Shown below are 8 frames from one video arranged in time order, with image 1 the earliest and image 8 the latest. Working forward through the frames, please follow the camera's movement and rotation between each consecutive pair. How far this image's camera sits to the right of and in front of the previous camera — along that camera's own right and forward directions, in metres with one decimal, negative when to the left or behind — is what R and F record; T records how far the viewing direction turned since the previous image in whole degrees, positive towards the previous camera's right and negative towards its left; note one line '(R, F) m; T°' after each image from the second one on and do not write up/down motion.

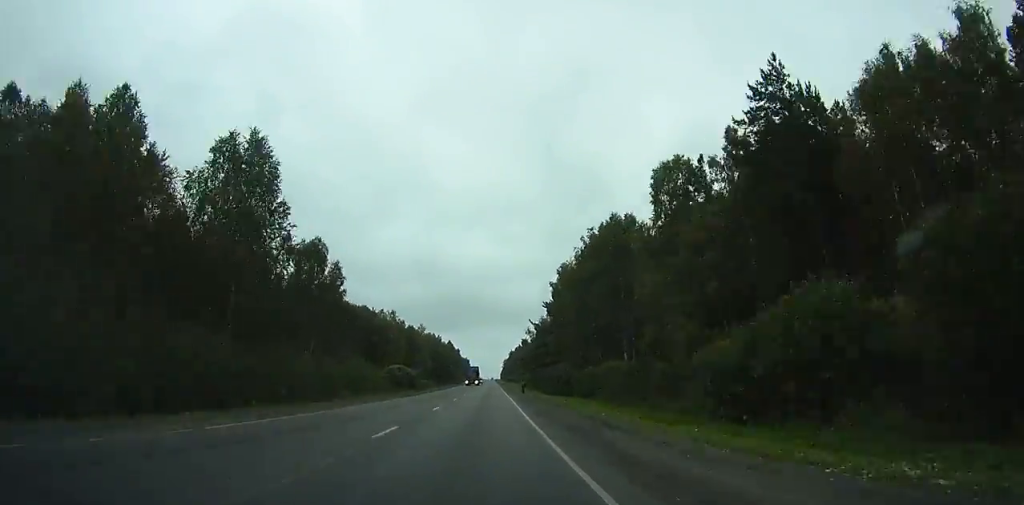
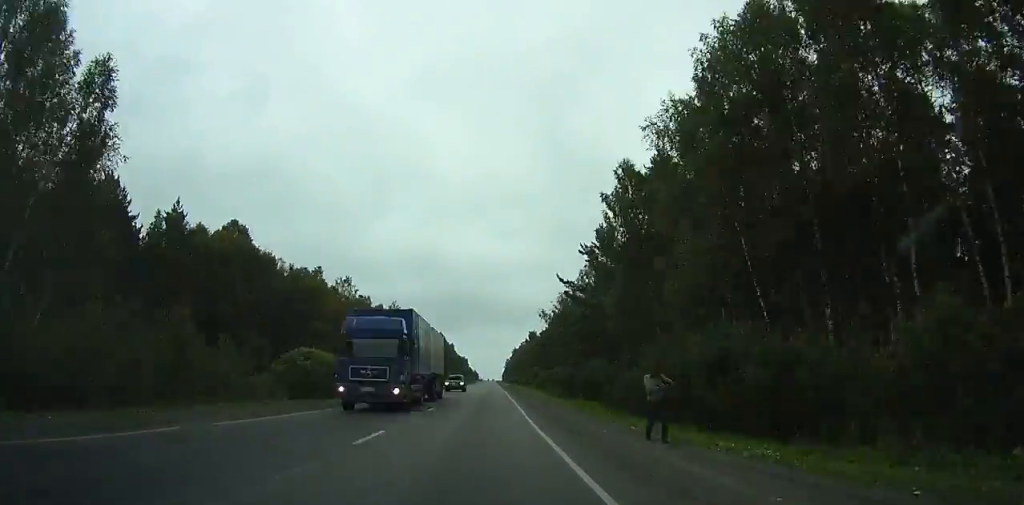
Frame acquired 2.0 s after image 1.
(0.0, +47.5) m; 0°
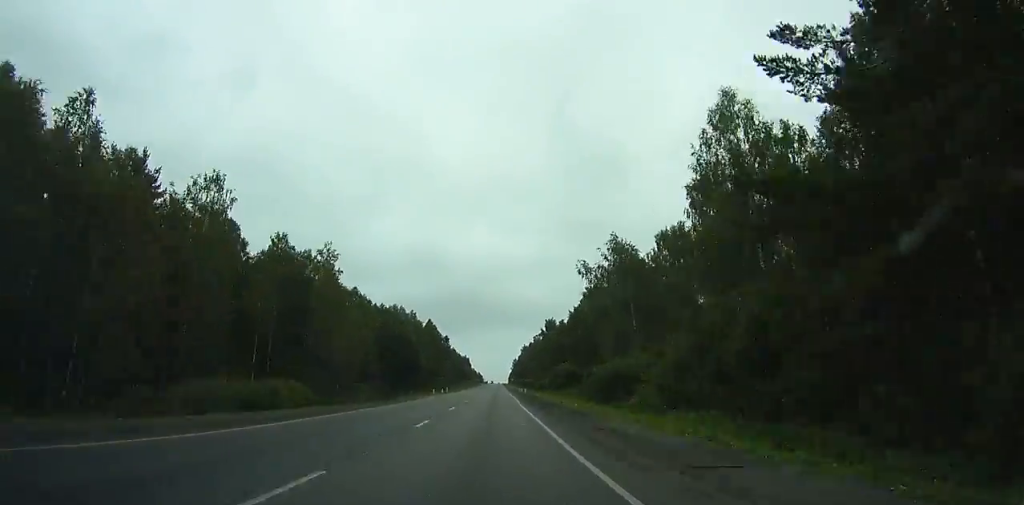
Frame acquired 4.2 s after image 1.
(0.0, +52.3) m; 0°
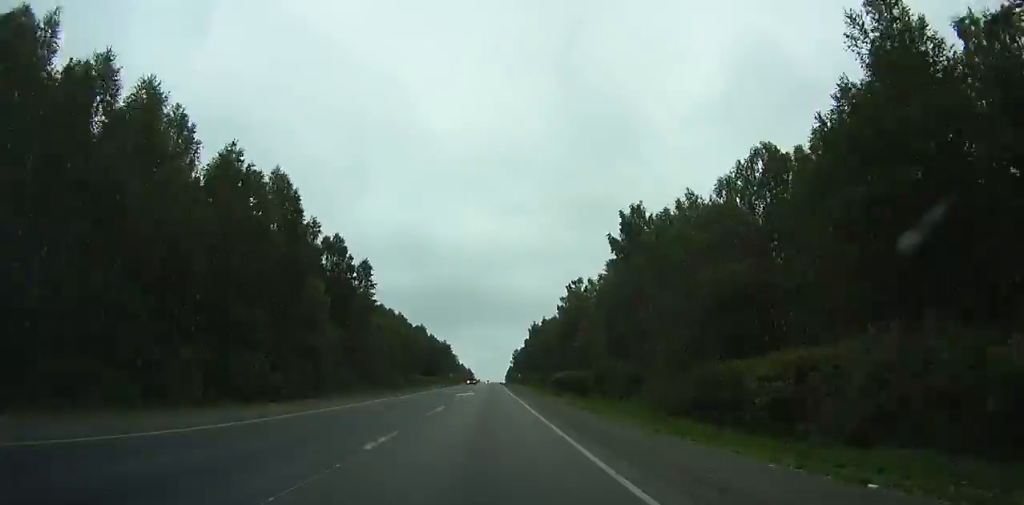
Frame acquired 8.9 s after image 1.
(0.0, +111.5) m; 0°
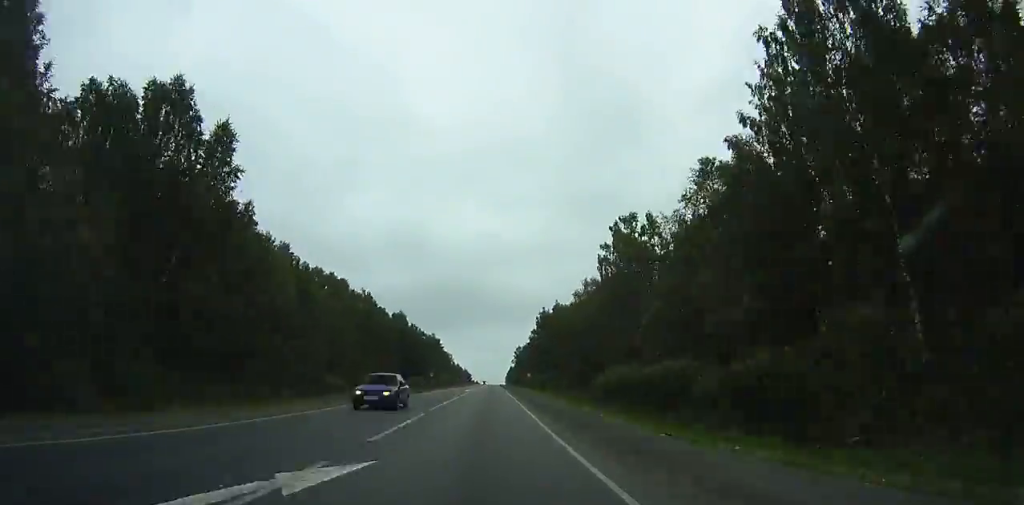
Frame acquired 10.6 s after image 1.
(0.0, +40.3) m; 0°
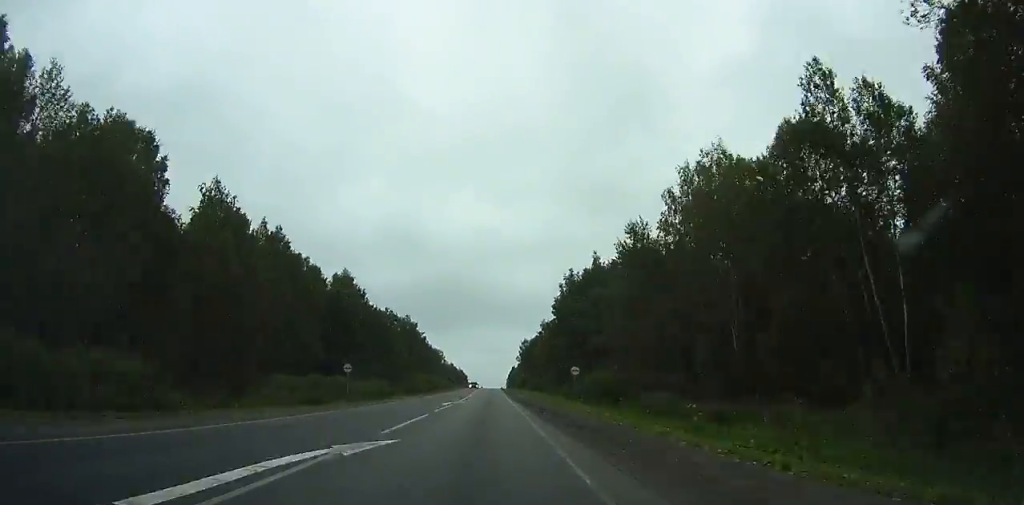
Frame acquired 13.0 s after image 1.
(0.0, +56.8) m; 0°
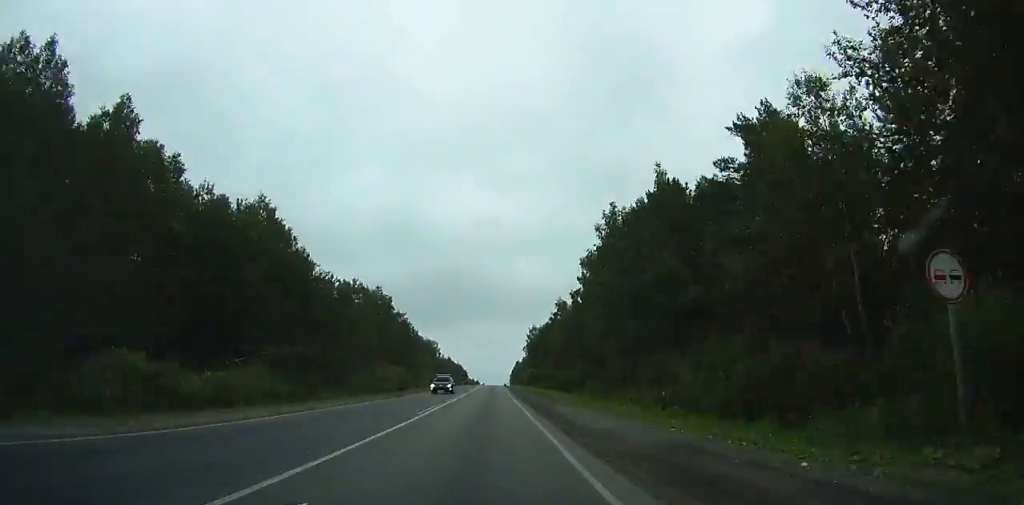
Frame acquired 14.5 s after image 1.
(0.0, +35.4) m; 0°
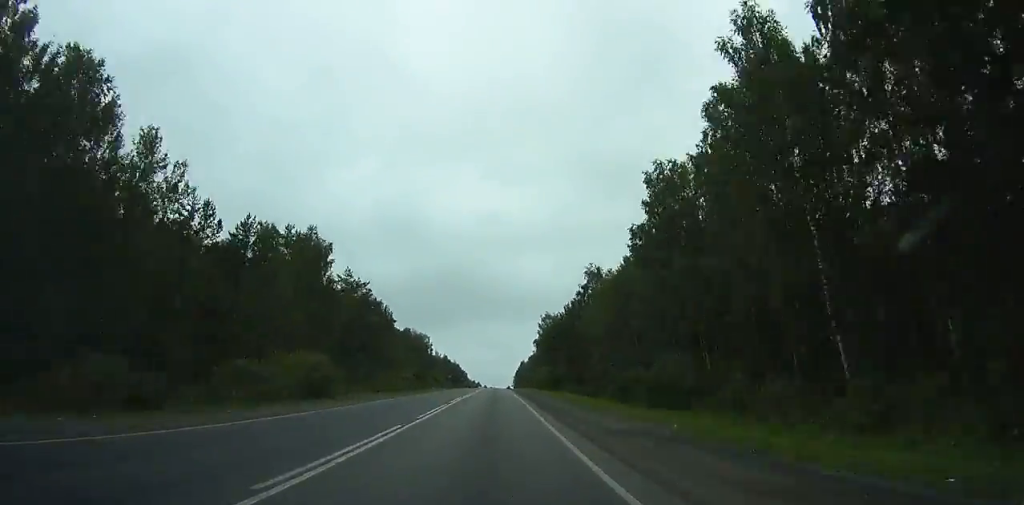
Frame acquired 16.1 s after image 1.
(-0.1, +37.8) m; -1°
